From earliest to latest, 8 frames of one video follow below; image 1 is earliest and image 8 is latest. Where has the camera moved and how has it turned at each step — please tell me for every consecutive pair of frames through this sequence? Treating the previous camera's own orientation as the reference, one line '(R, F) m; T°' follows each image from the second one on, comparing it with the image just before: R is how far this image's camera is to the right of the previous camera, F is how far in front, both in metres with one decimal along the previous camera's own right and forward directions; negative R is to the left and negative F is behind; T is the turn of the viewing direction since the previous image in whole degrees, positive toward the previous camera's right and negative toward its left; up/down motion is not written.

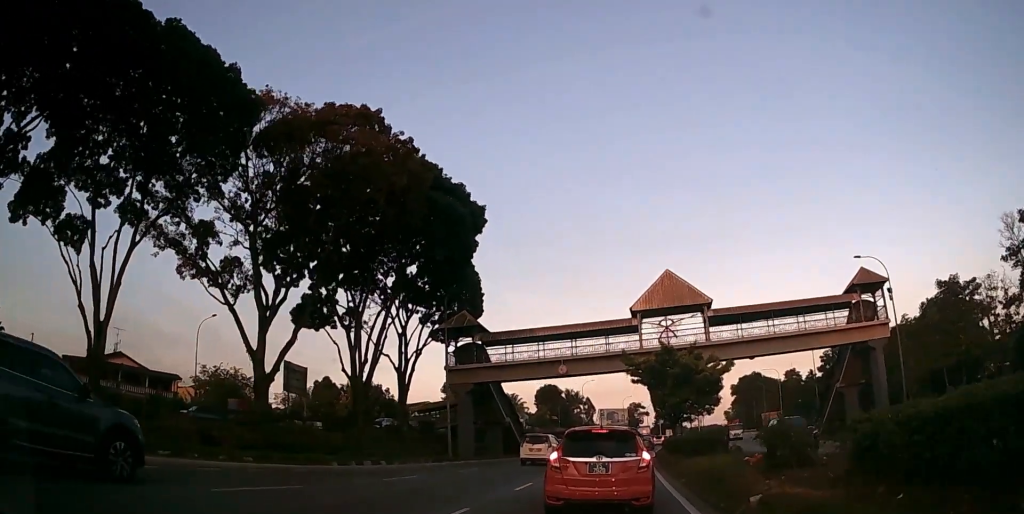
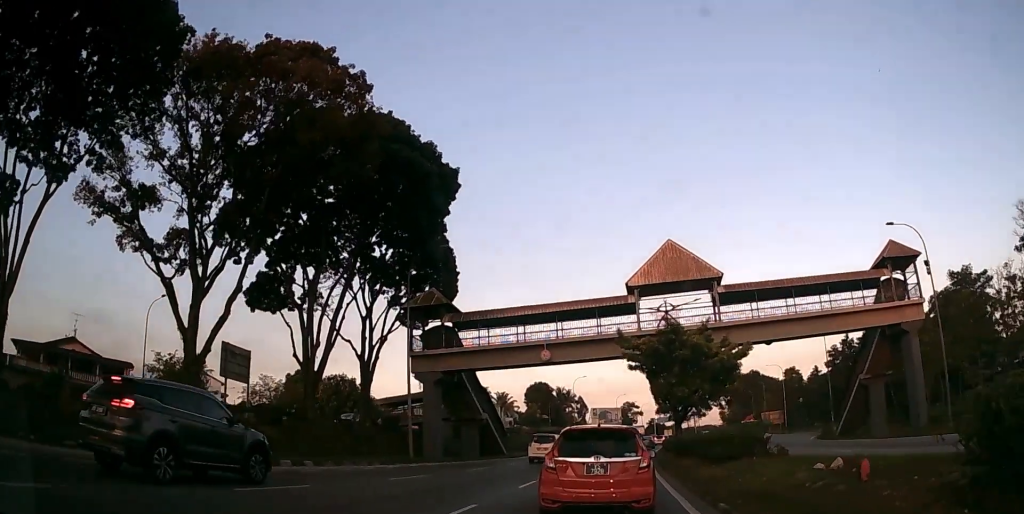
(0.0, +6.4) m; +1°
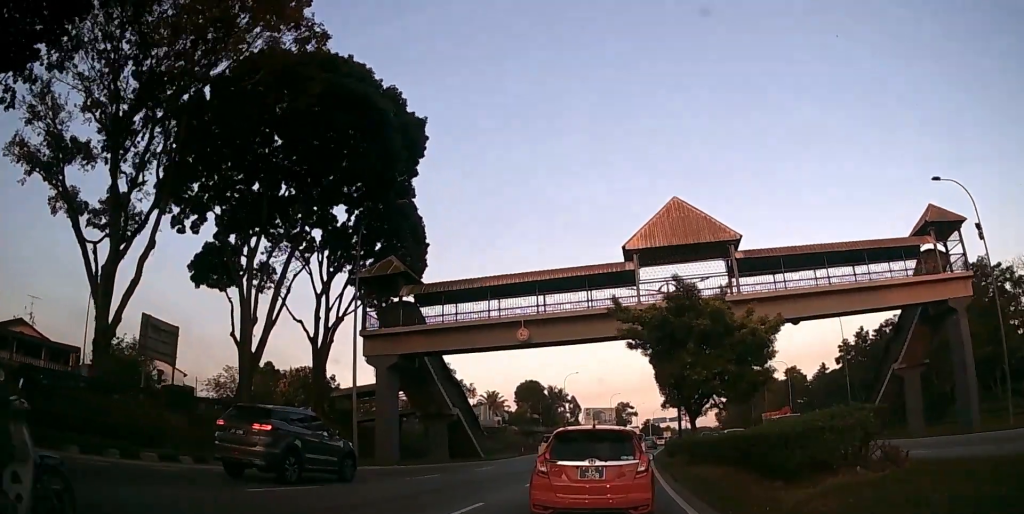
(+0.1, +6.7) m; +1°
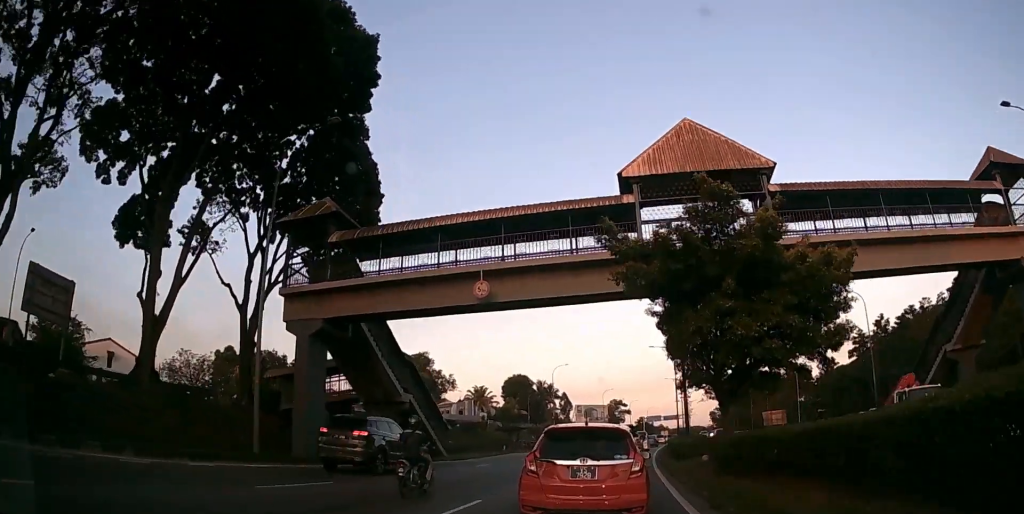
(+0.1, +7.9) m; +1°
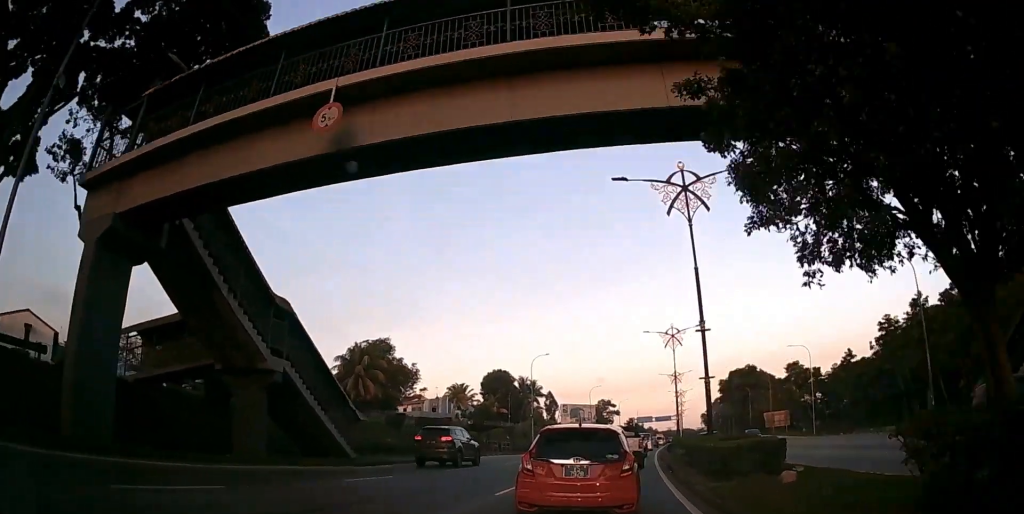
(+0.1, +10.9) m; +1°
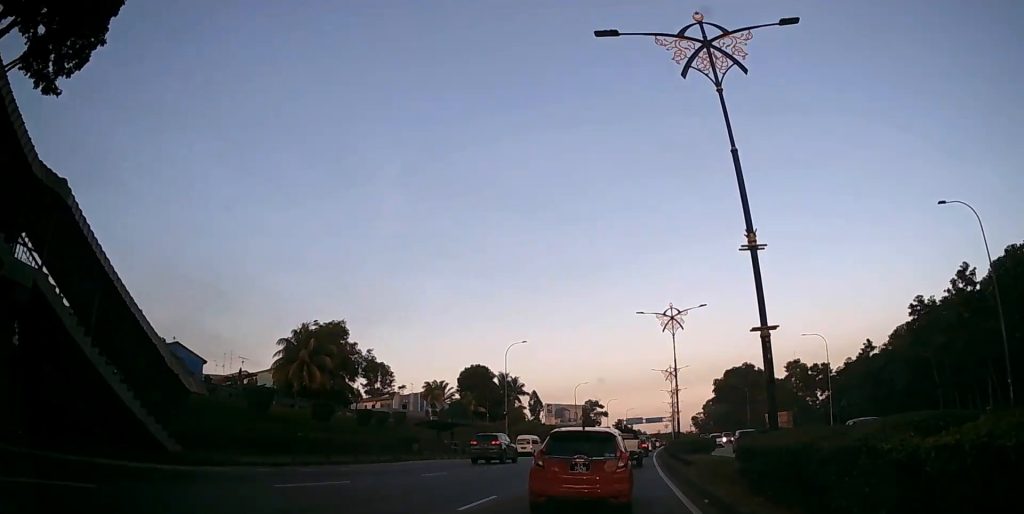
(0.0, +10.3) m; +1°
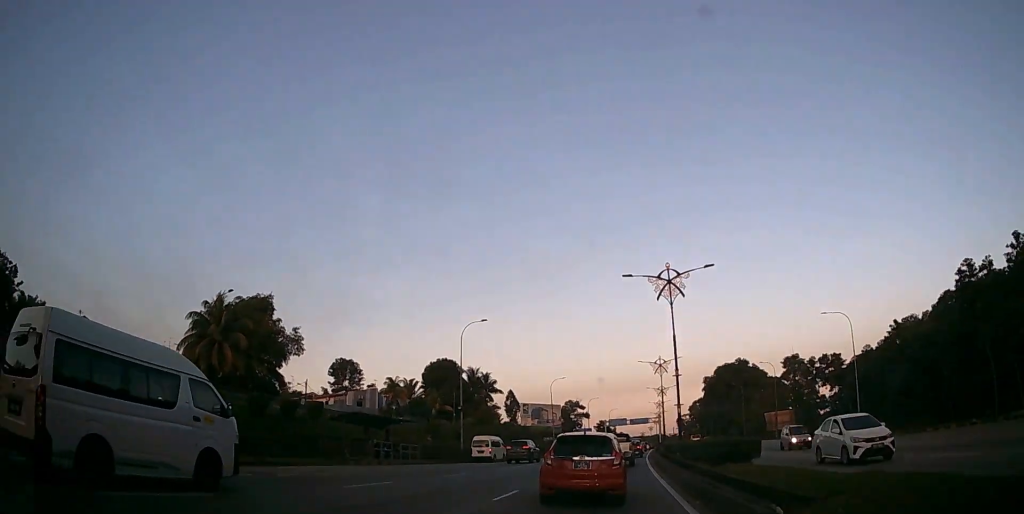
(+0.1, +11.3) m; +1°
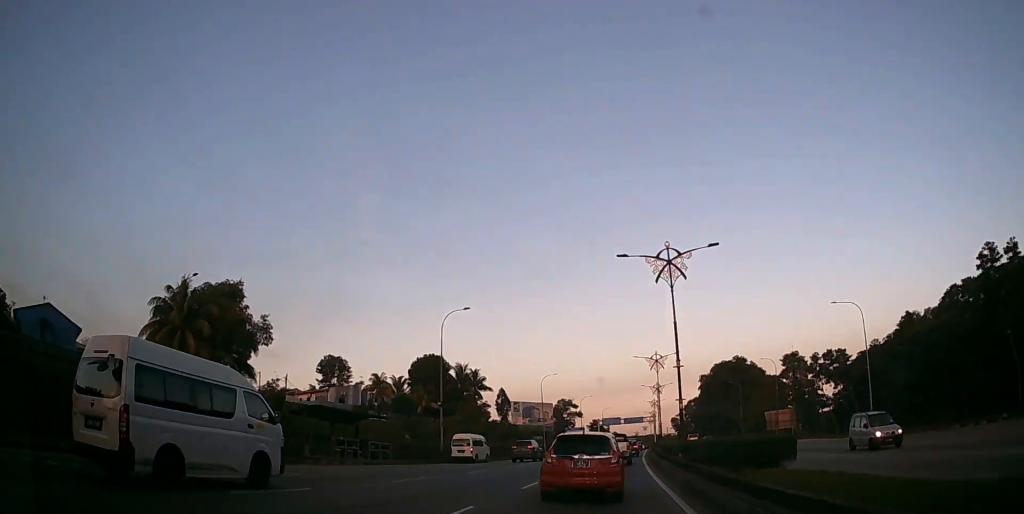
(0.0, +3.6) m; 0°
